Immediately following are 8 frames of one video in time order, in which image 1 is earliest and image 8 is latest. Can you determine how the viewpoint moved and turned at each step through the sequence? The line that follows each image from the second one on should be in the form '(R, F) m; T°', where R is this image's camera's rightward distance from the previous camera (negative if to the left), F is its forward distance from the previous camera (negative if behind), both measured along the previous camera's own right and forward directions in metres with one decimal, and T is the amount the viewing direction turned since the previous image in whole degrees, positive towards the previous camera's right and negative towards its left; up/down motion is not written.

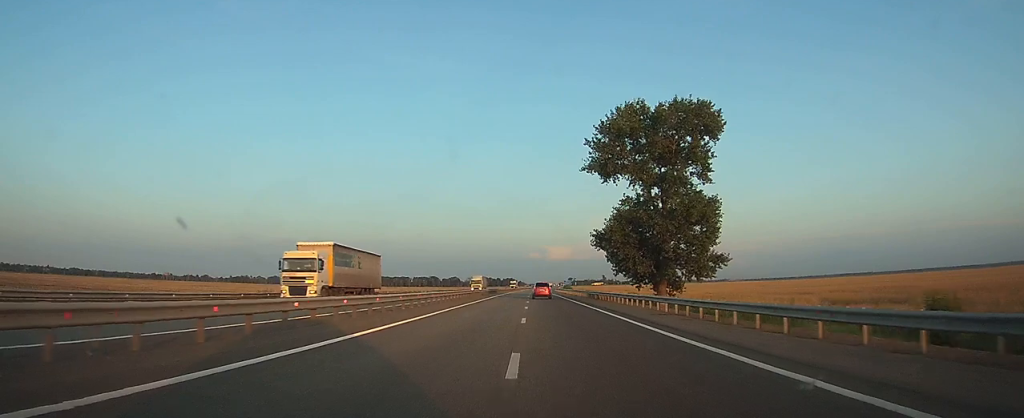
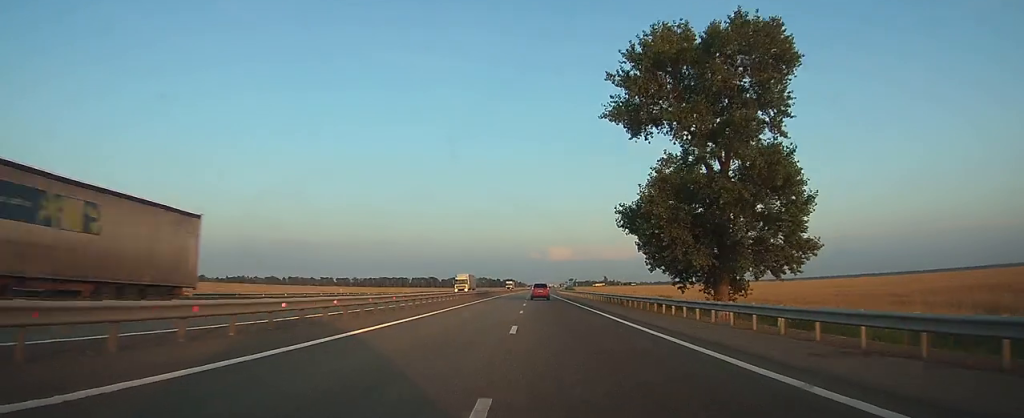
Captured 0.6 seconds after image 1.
(0.0, +16.3) m; 0°
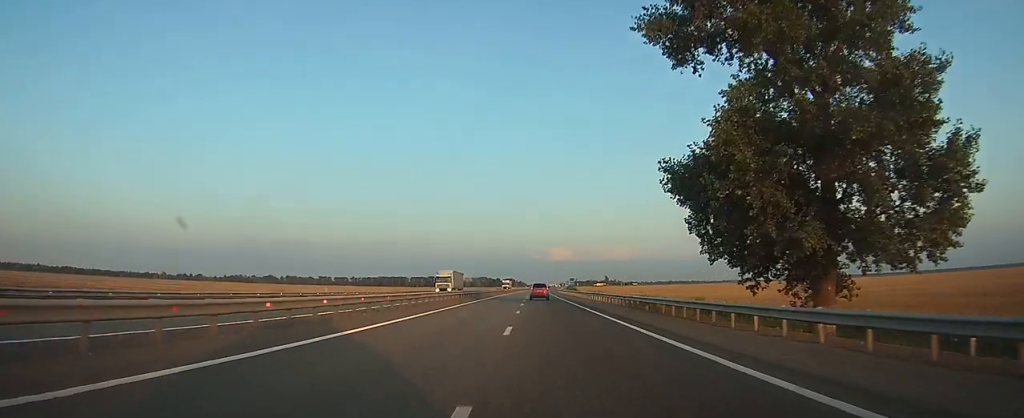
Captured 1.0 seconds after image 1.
(0.0, +12.5) m; 0°
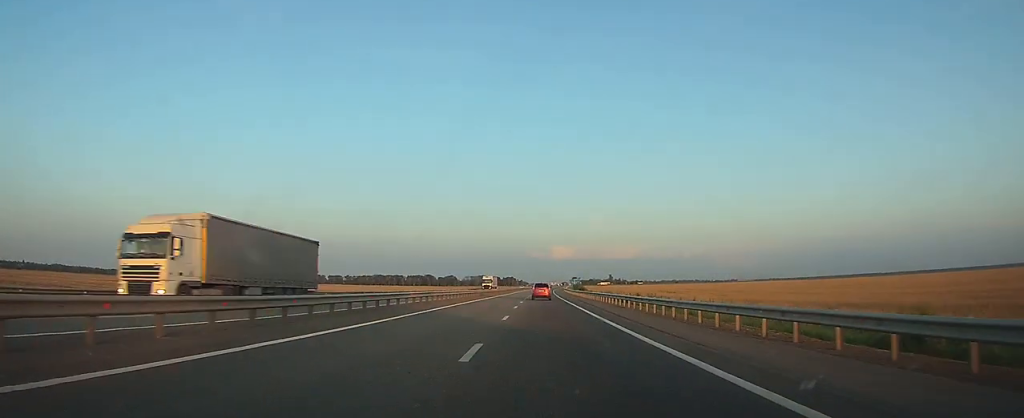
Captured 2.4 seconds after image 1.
(0.0, +41.3) m; 0°
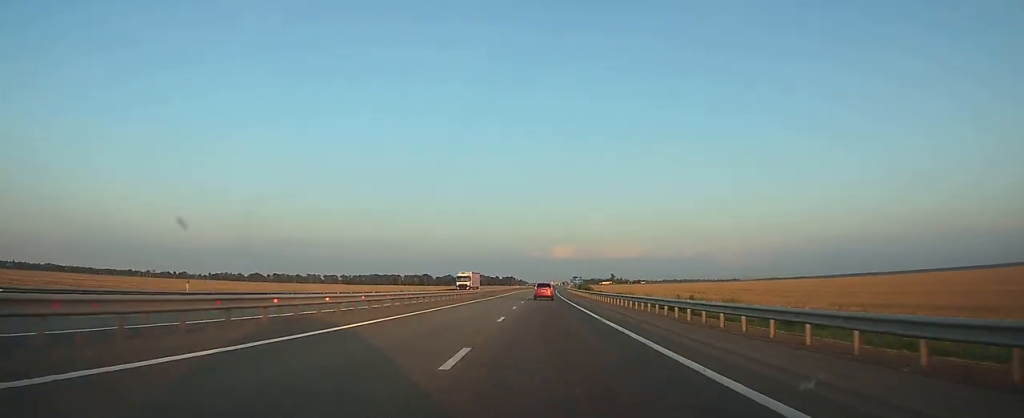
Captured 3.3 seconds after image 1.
(0.0, +24.9) m; 0°
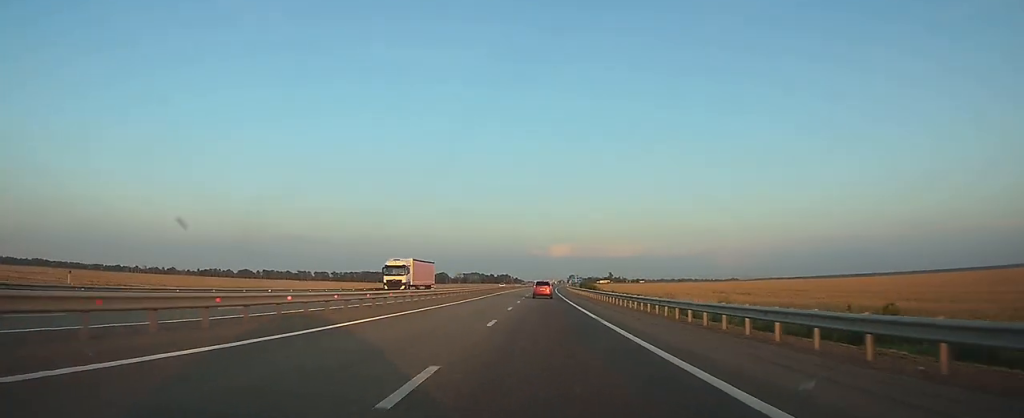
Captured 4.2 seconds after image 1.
(+0.1, +26.7) m; 0°
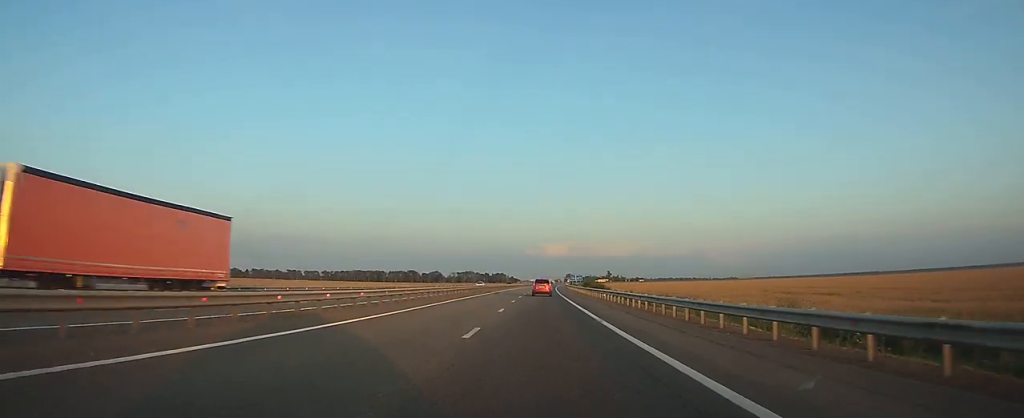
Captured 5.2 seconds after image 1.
(+0.1, +28.4) m; 0°
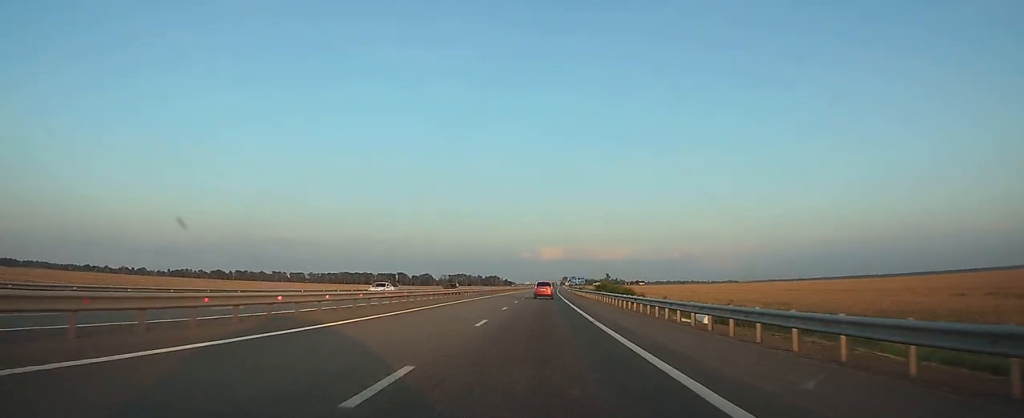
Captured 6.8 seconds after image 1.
(+0.1, +43.9) m; 0°
